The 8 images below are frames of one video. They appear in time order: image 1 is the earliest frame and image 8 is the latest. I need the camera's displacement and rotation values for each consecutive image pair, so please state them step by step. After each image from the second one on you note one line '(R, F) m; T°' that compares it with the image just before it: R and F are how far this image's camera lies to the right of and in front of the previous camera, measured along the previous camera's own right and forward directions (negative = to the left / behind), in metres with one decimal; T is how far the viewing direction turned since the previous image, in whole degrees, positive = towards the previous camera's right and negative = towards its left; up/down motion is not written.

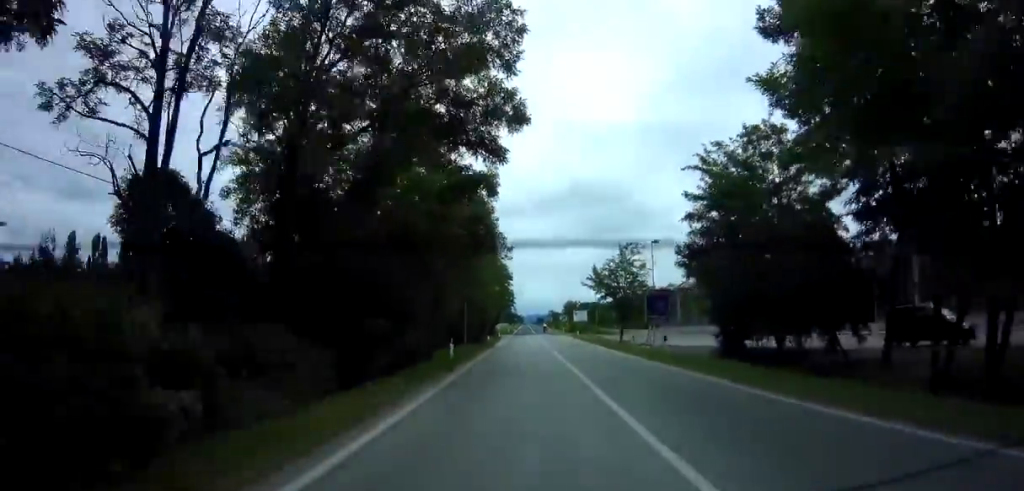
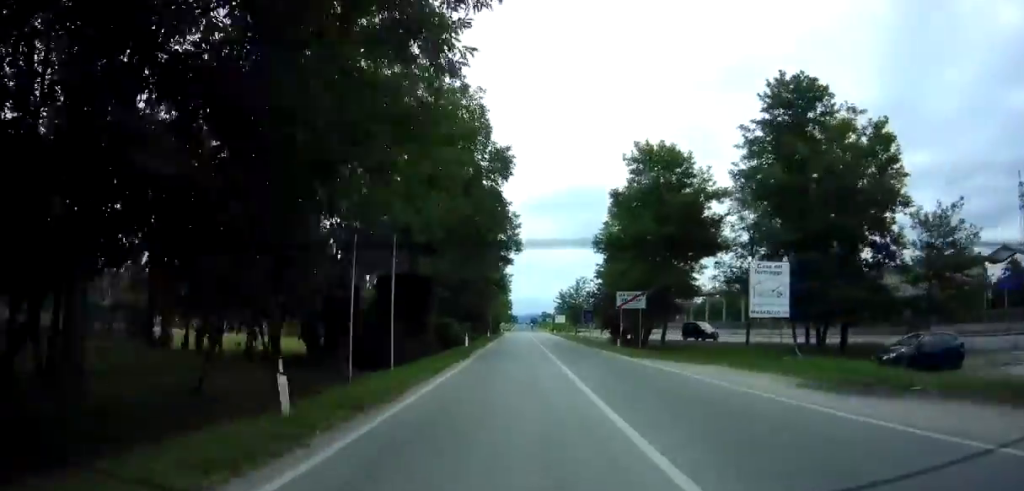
(+0.7, +32.1) m; 0°
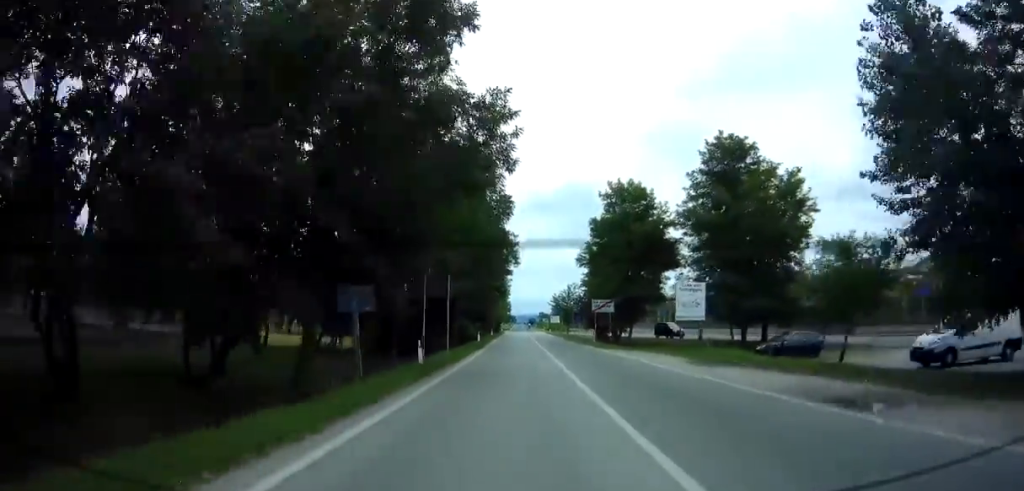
(-0.2, +10.4) m; -1°
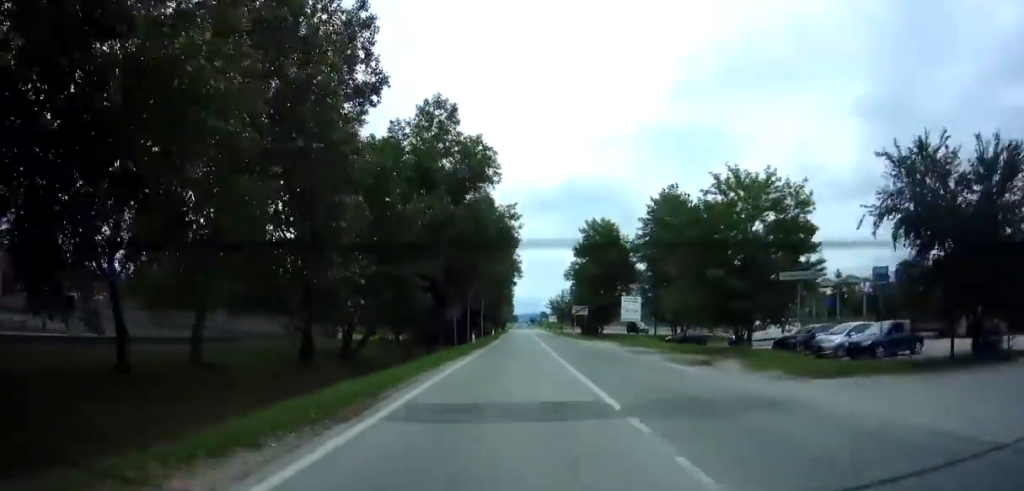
(-0.1, +18.3) m; +1°
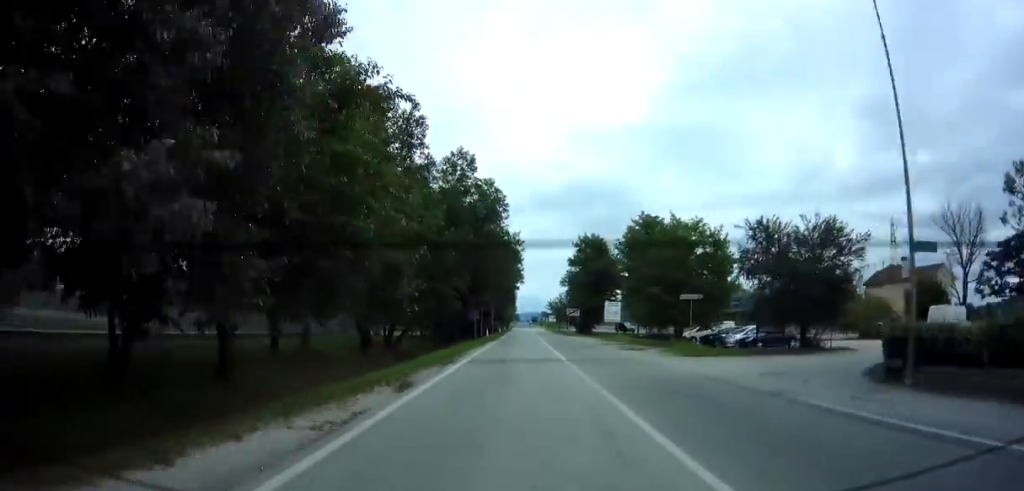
(+0.1, +11.7) m; +1°
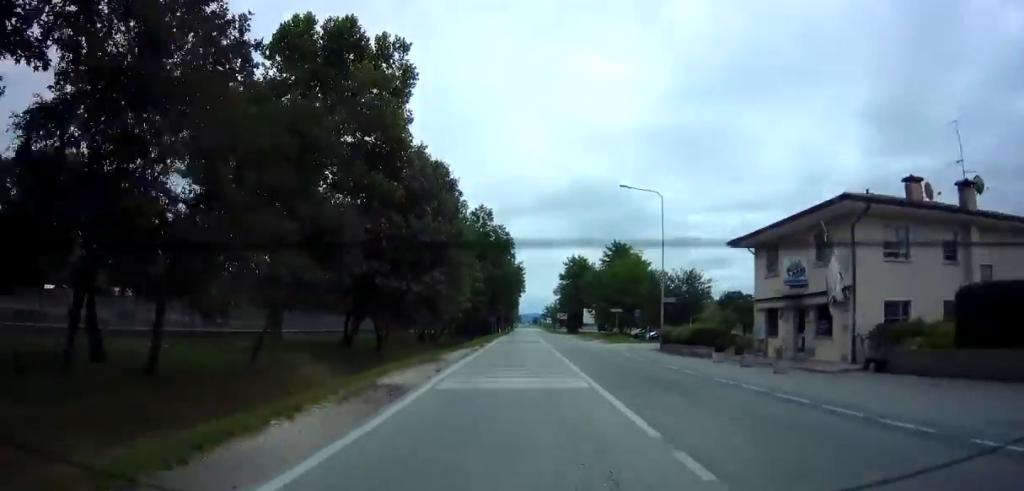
(+0.1, +23.8) m; 0°
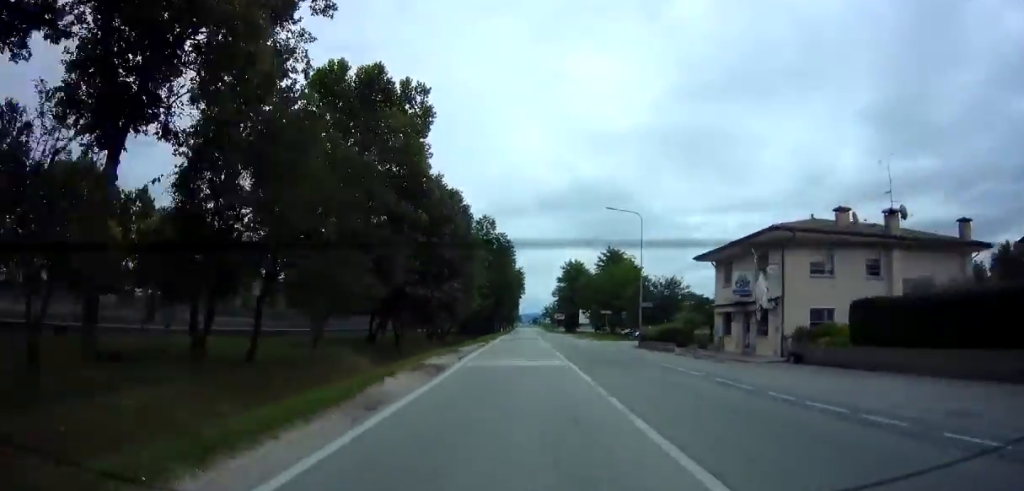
(0.0, +6.3) m; 0°
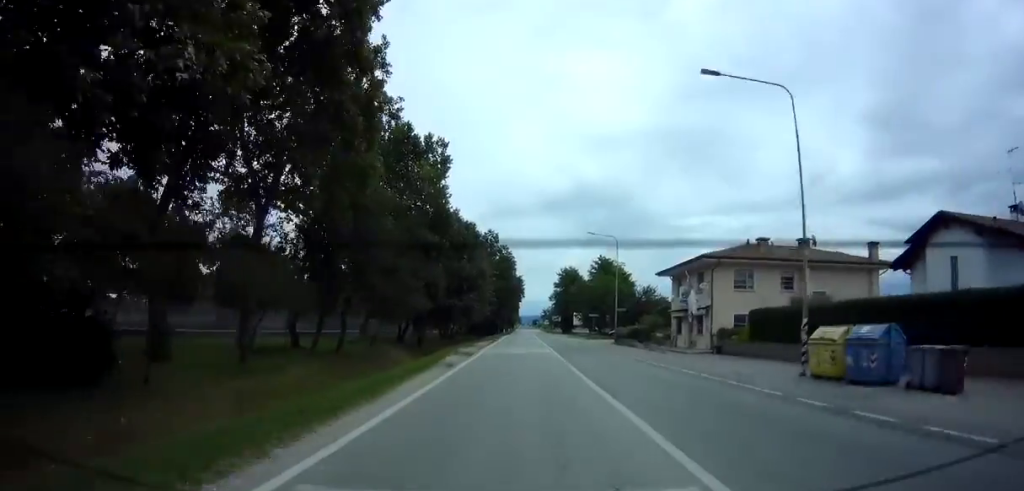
(-0.1, +10.6) m; 0°
